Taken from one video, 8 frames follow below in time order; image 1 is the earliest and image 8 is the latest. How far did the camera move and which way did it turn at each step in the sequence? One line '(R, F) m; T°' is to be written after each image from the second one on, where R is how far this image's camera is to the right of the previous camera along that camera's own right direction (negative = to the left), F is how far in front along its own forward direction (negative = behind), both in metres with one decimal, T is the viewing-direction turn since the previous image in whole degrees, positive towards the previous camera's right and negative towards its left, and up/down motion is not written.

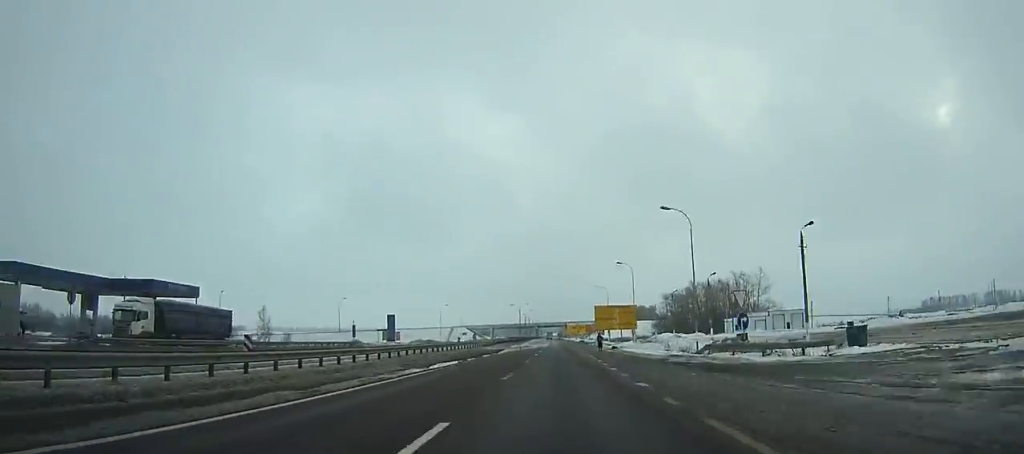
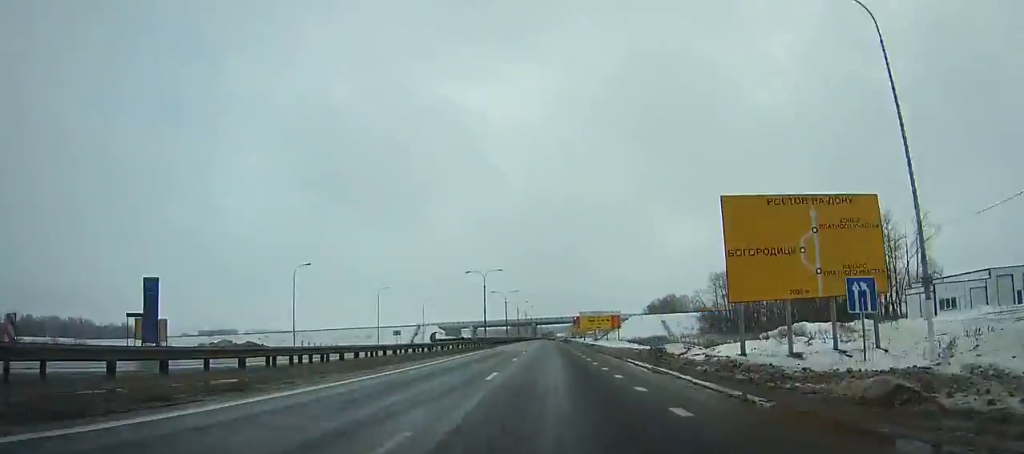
(0.0, +82.6) m; 0°
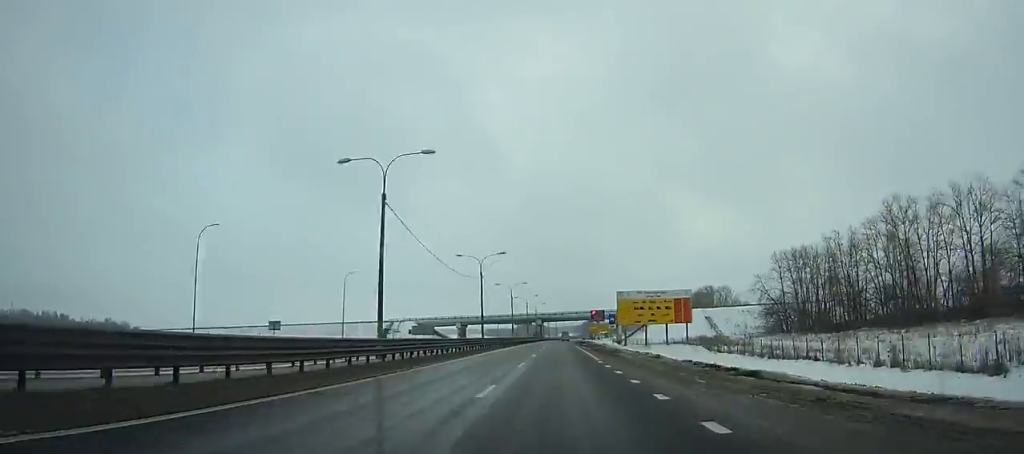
(-0.3, +52.2) m; 0°
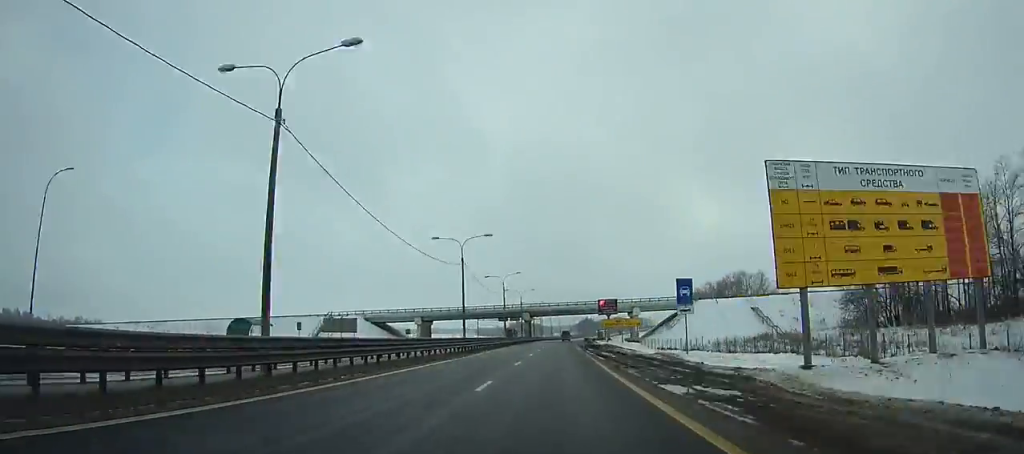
(+0.1, +46.6) m; 0°
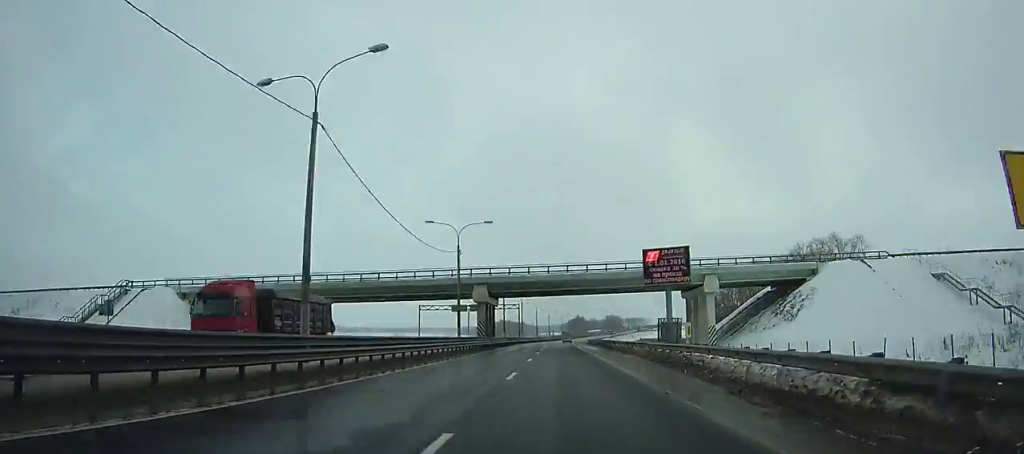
(+0.5, +68.2) m; +1°
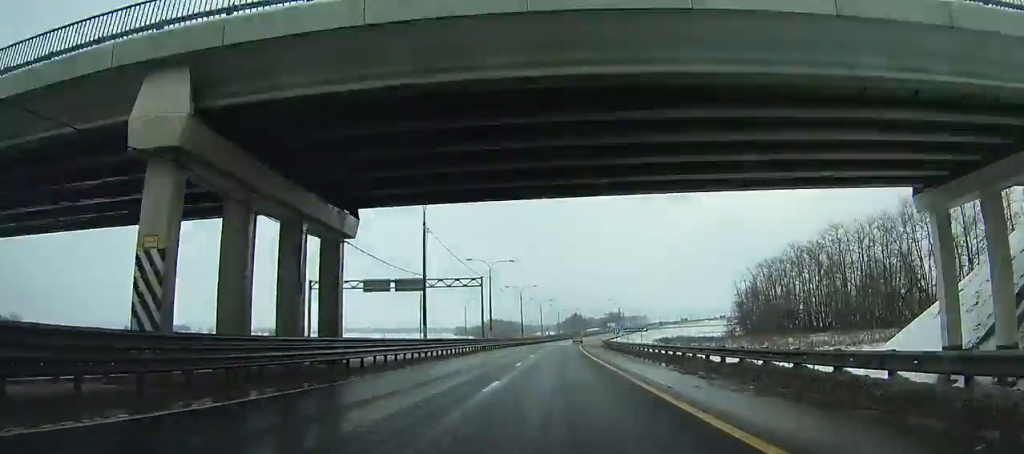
(+0.3, +50.8) m; +1°
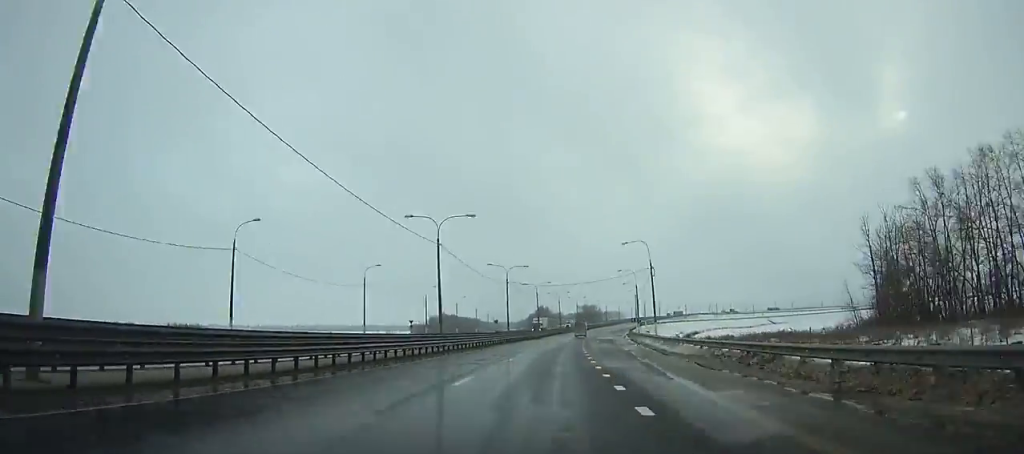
(+2.6, +93.3) m; +4°
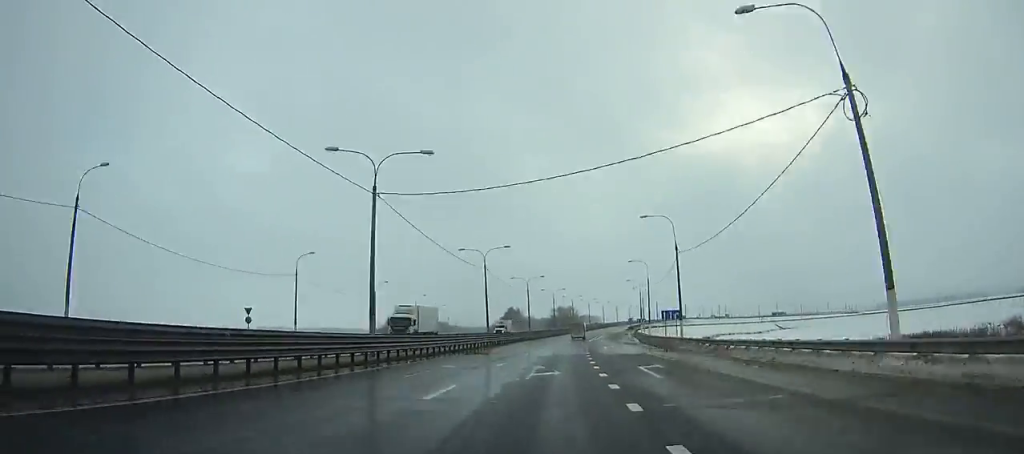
(+0.9, +49.7) m; +3°
